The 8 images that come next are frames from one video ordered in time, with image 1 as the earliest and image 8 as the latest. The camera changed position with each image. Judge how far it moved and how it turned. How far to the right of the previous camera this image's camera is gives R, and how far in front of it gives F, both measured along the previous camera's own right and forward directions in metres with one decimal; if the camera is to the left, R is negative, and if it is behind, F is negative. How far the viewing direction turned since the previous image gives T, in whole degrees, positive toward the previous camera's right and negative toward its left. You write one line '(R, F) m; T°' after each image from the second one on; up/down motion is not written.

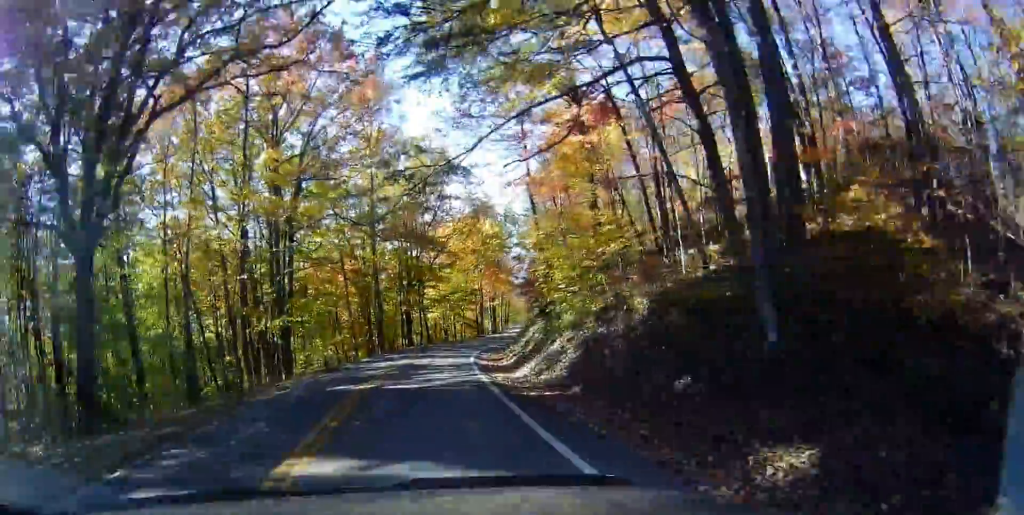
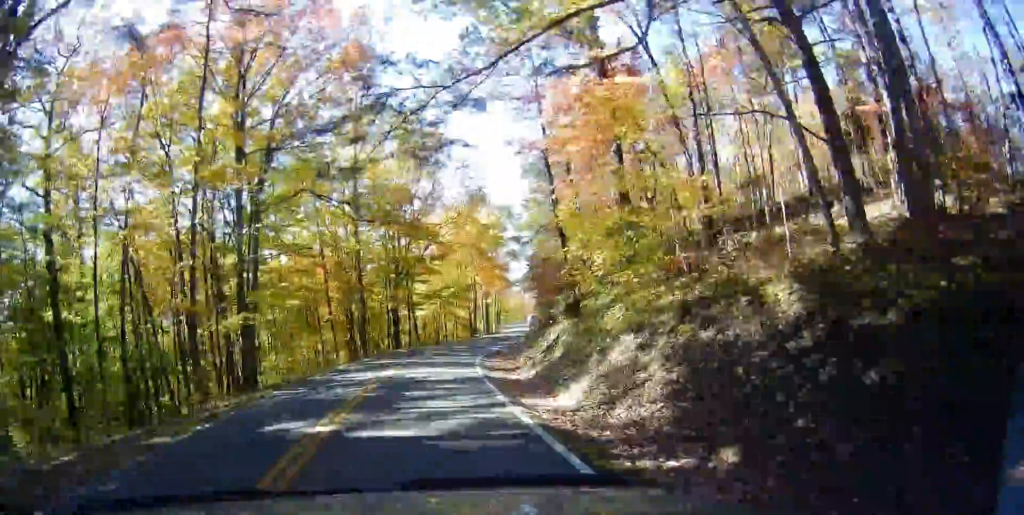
(+0.2, +6.2) m; +5°
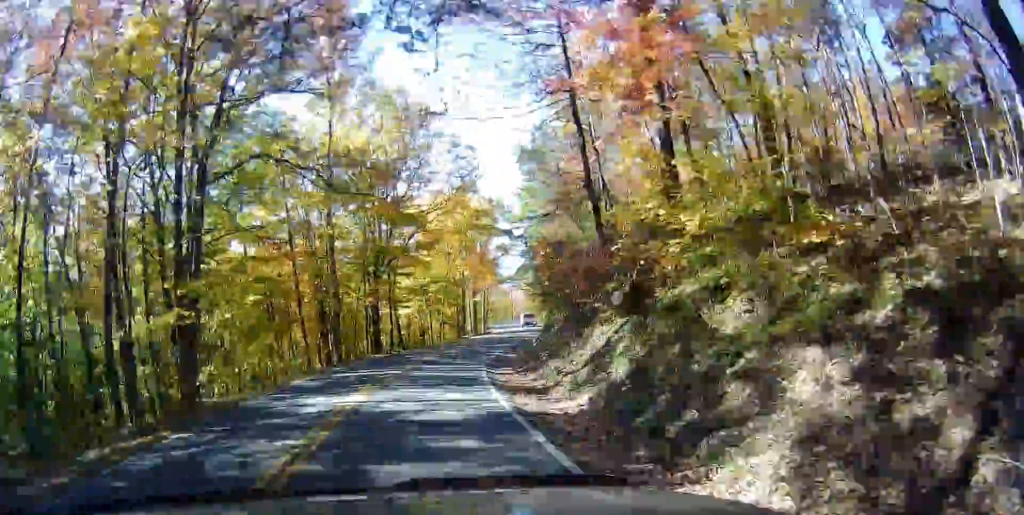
(-0.1, +6.7) m; +5°
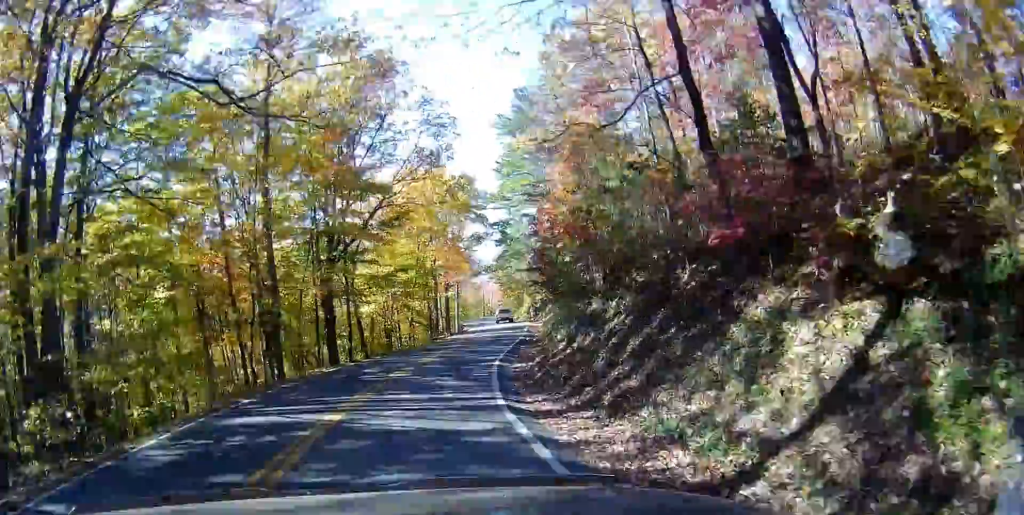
(+1.0, +9.6) m; +4°
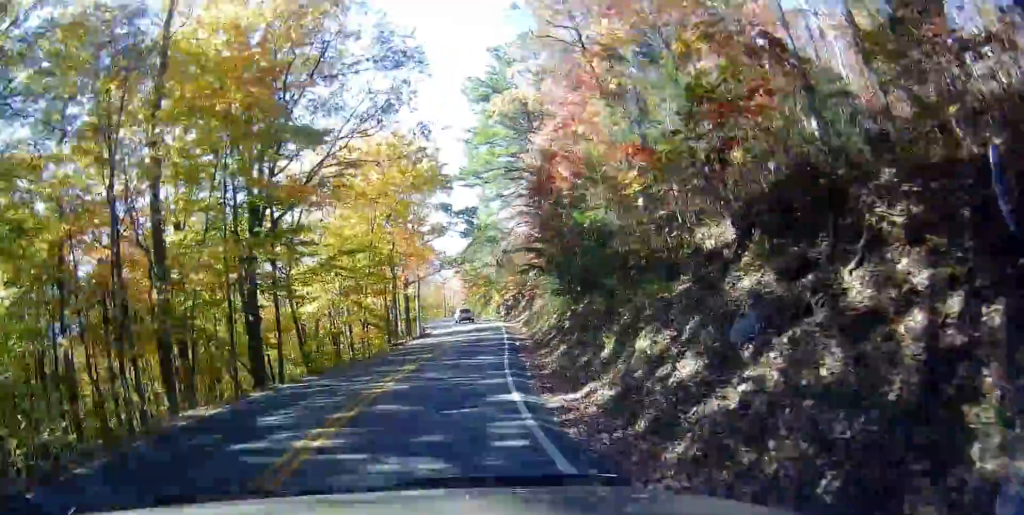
(0.0, +9.8) m; +1°
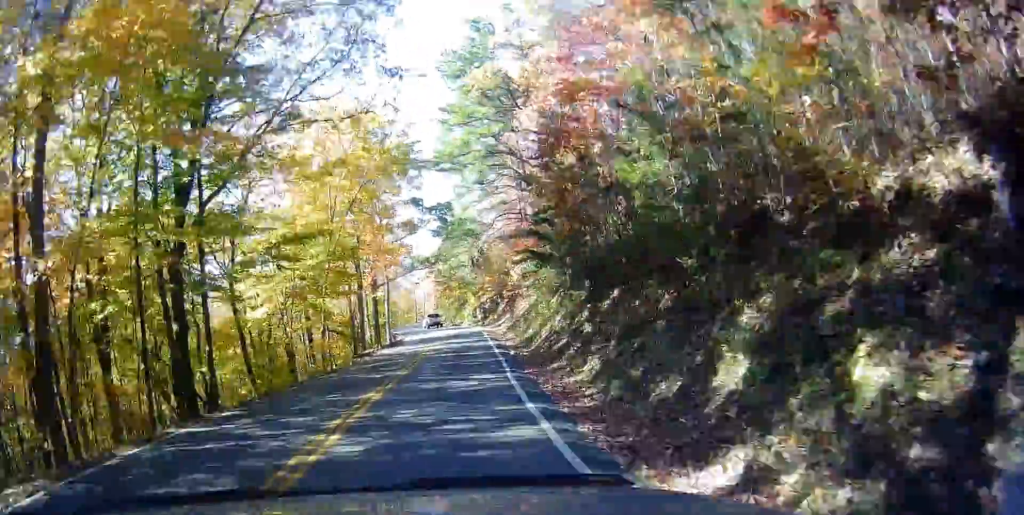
(-0.1, +6.0) m; 0°
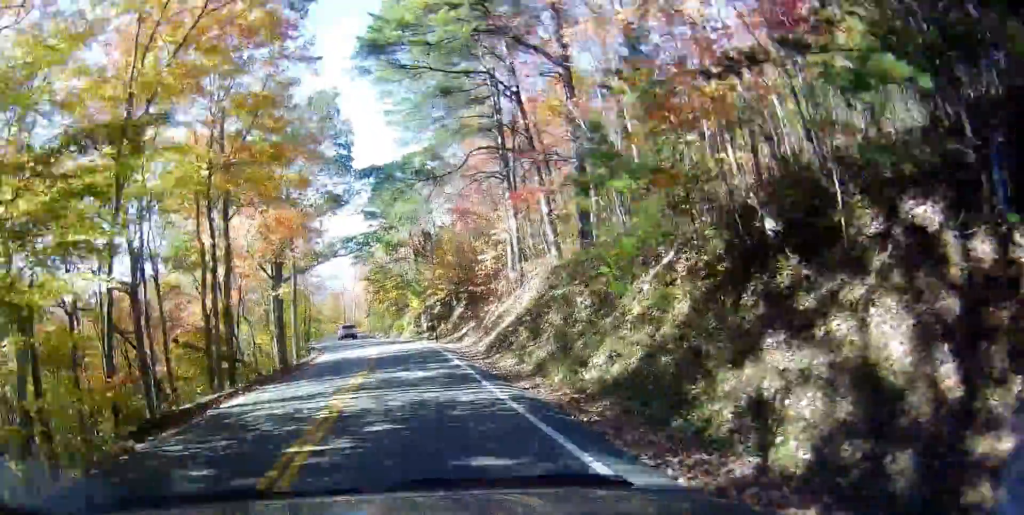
(+0.8, +19.7) m; +6°
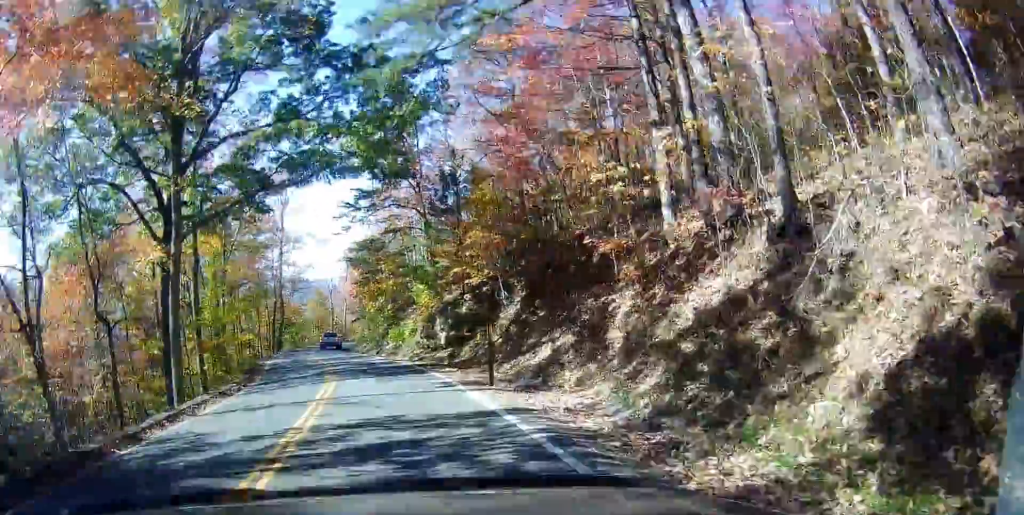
(+1.4, +22.9) m; +4°
